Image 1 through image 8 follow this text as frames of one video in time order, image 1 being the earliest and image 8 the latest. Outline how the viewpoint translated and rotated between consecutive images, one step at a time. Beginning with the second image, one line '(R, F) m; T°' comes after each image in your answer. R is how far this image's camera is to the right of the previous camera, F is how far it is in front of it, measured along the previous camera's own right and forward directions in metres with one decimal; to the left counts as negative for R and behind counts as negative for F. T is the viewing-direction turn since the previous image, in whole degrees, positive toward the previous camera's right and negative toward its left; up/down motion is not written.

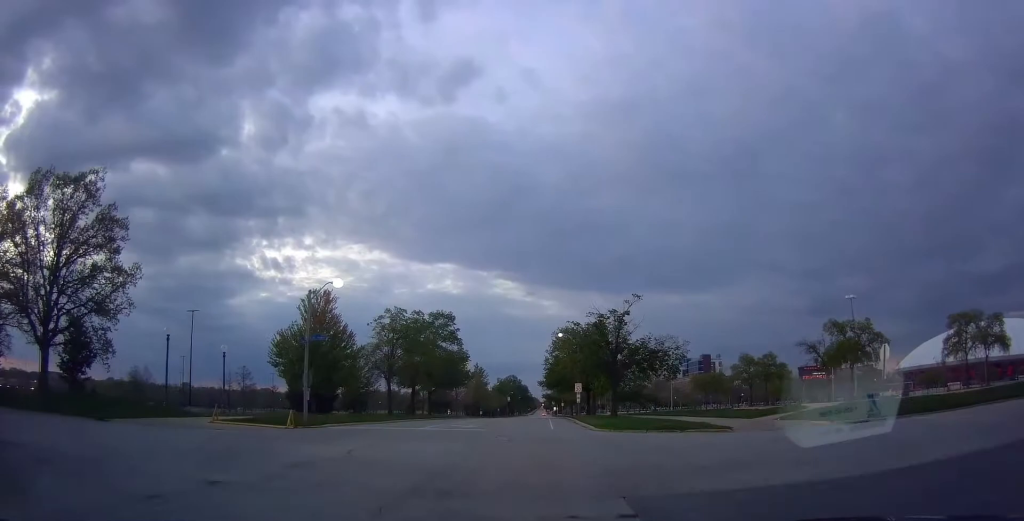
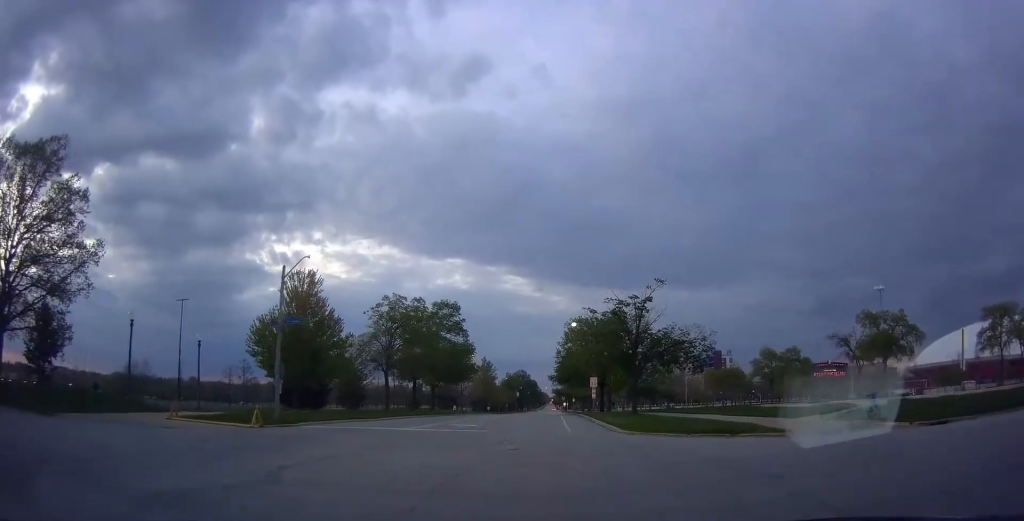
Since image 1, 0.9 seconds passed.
(0.0, +4.0) m; 0°
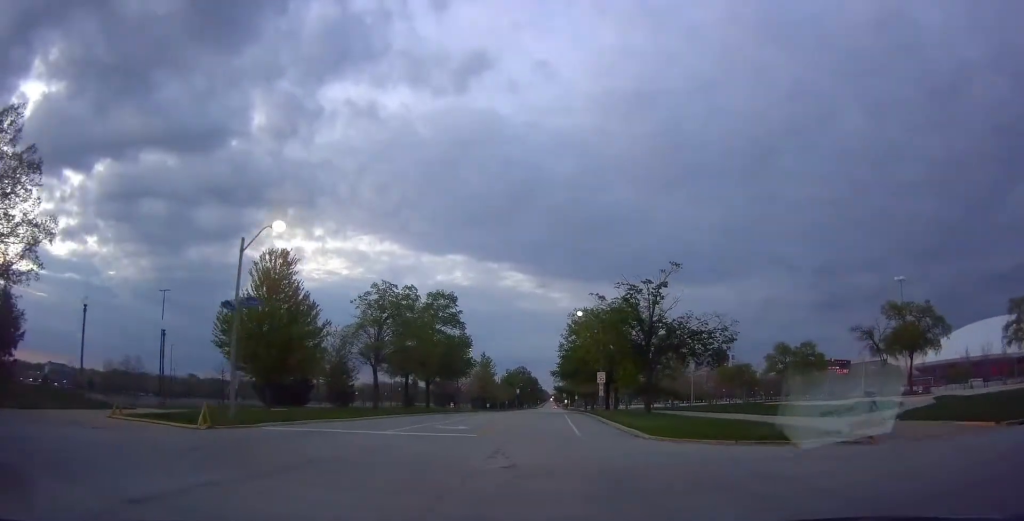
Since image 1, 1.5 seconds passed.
(0.0, +4.2) m; -4°
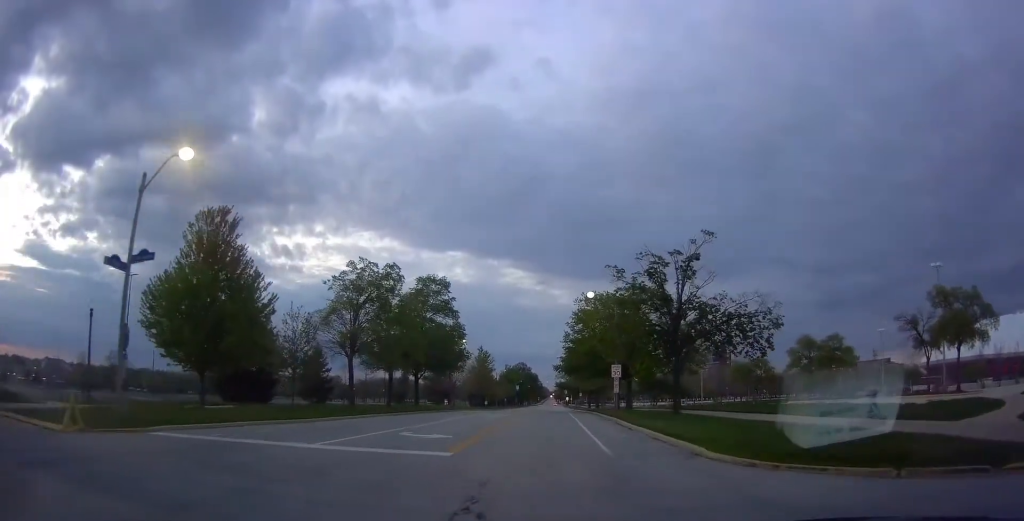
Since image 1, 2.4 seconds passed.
(-0.4, +6.5) m; -2°
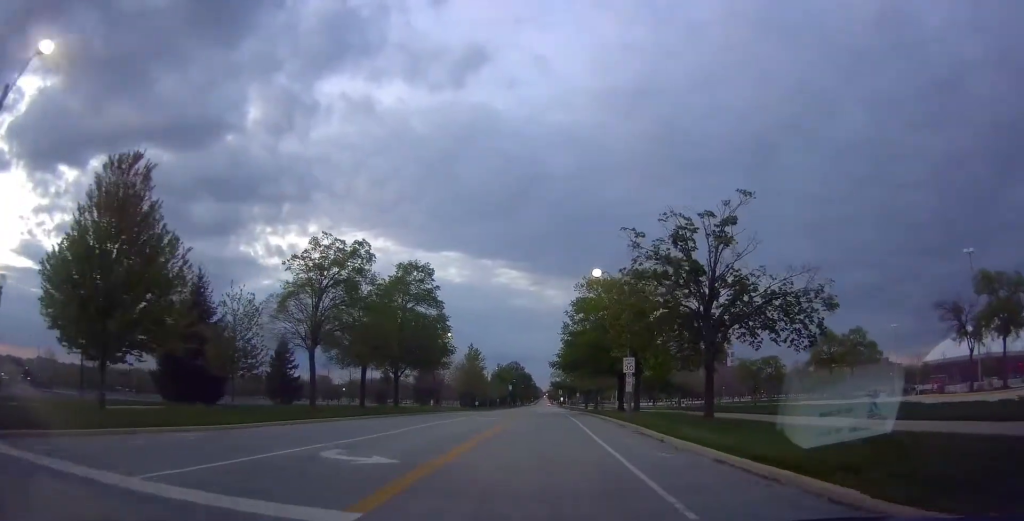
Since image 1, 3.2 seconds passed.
(0.0, +6.4) m; +2°
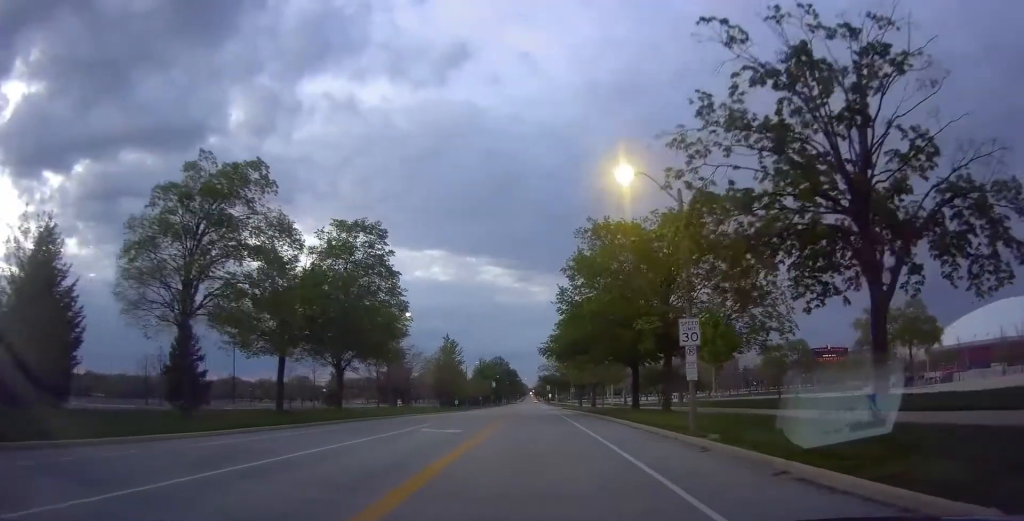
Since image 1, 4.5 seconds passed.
(+0.8, +12.9) m; +1°
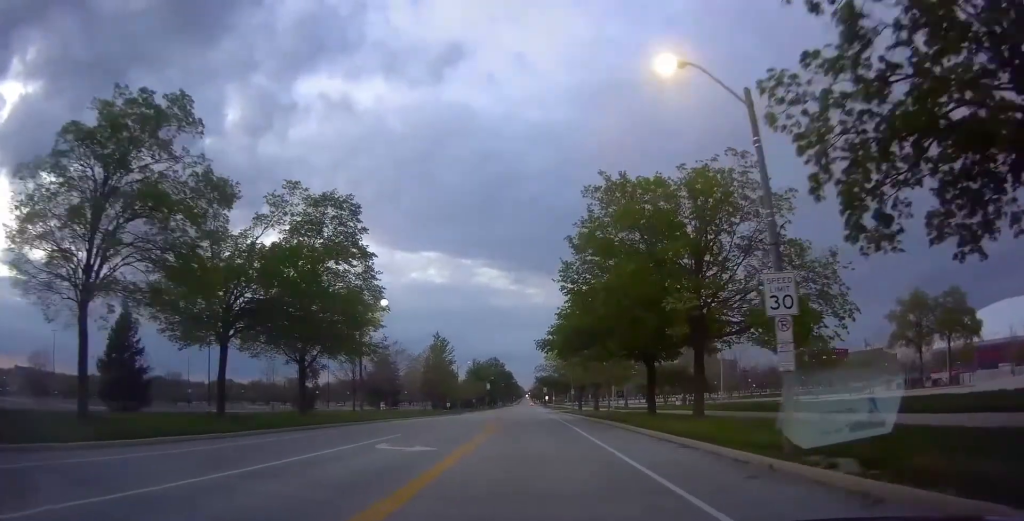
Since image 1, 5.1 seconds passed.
(-0.1, +6.0) m; 0°
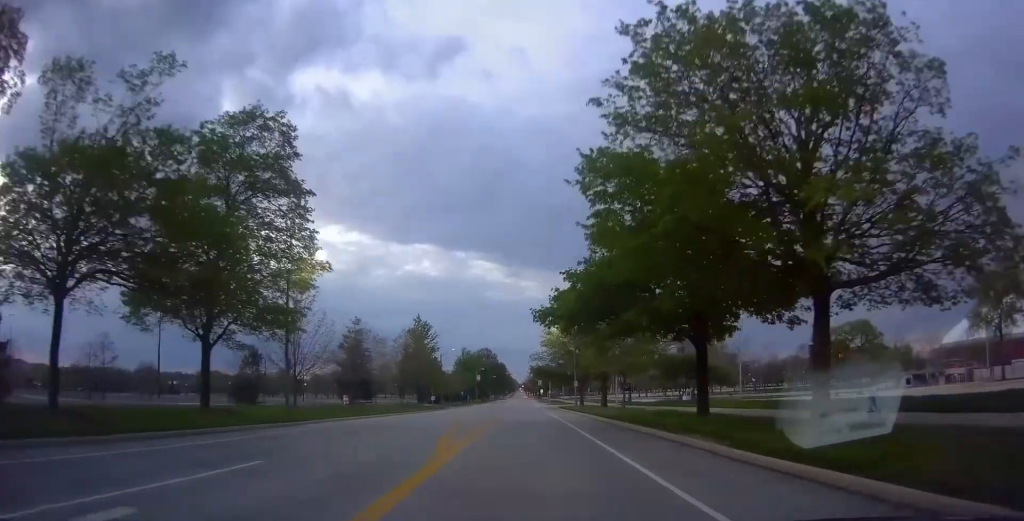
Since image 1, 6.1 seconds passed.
(-0.2, +10.9) m; +4°
